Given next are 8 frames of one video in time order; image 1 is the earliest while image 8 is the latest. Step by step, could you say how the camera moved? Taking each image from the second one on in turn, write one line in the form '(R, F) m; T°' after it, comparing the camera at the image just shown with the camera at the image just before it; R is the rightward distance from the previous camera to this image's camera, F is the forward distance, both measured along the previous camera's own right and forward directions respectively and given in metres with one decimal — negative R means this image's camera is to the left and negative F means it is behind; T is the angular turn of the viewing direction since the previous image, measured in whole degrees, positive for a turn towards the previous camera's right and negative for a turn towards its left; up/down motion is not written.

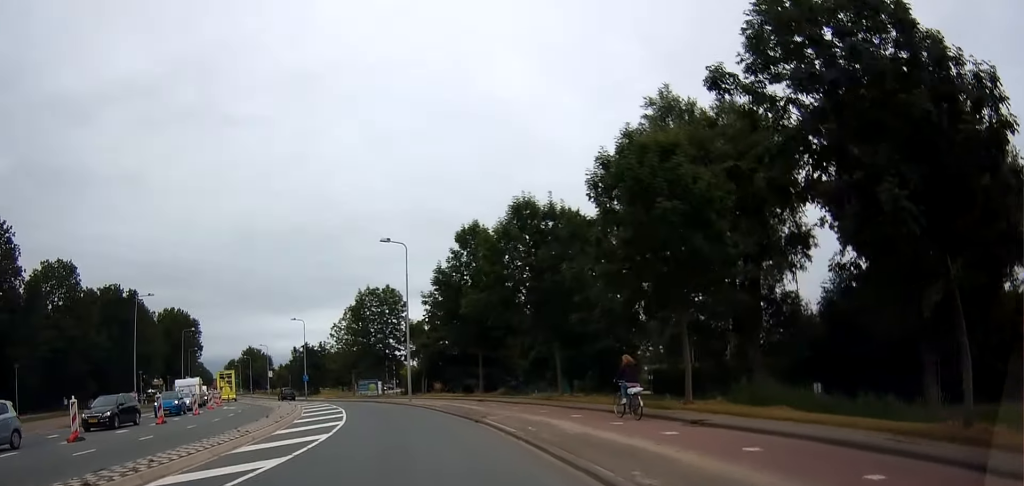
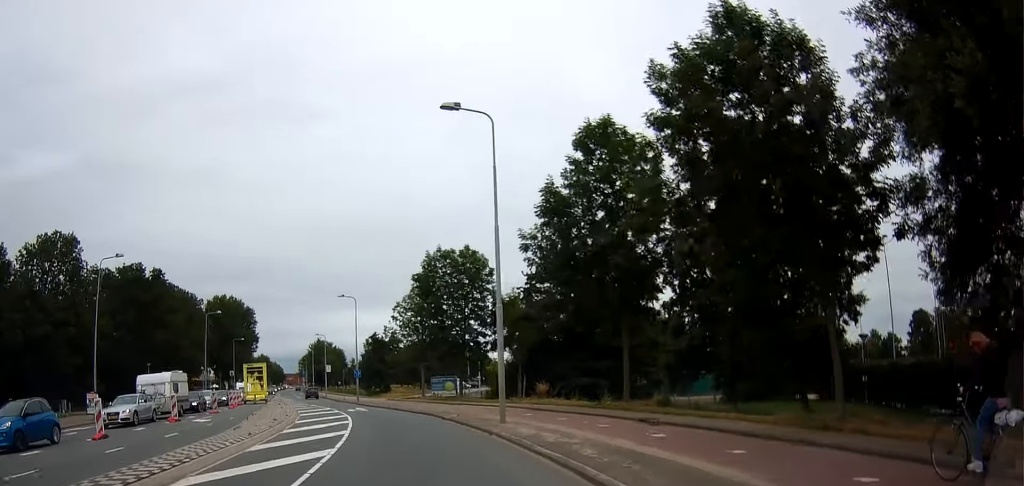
(-0.6, +16.6) m; -6°
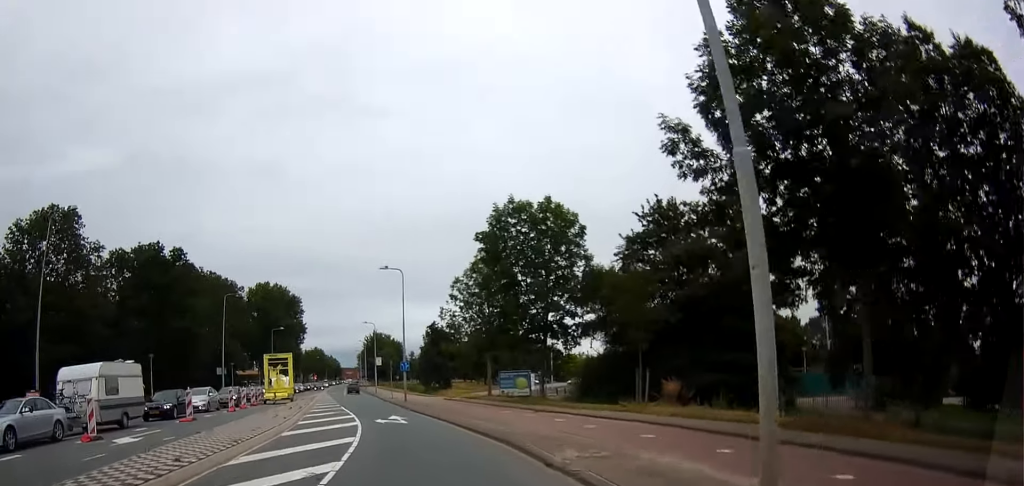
(-0.5, +11.0) m; -6°
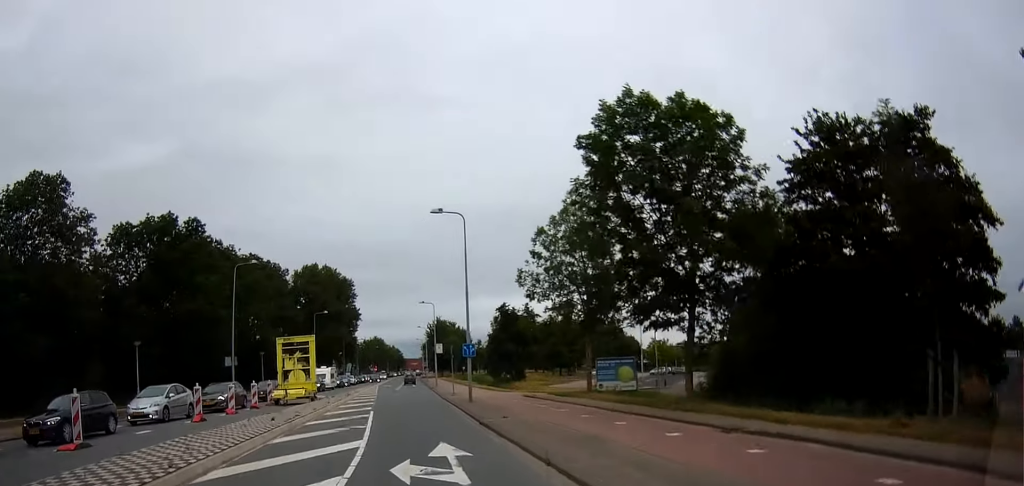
(-0.7, +12.1) m; -7°
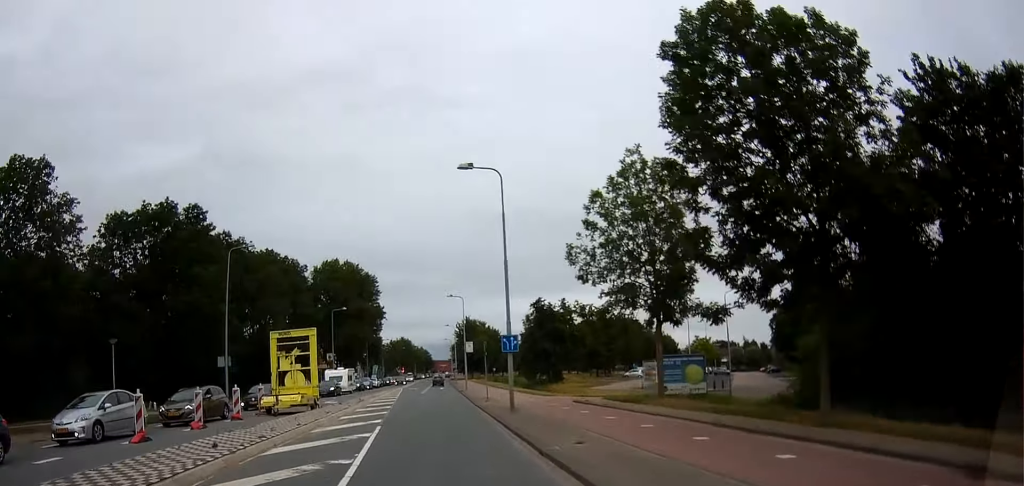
(-0.3, +6.3) m; -3°
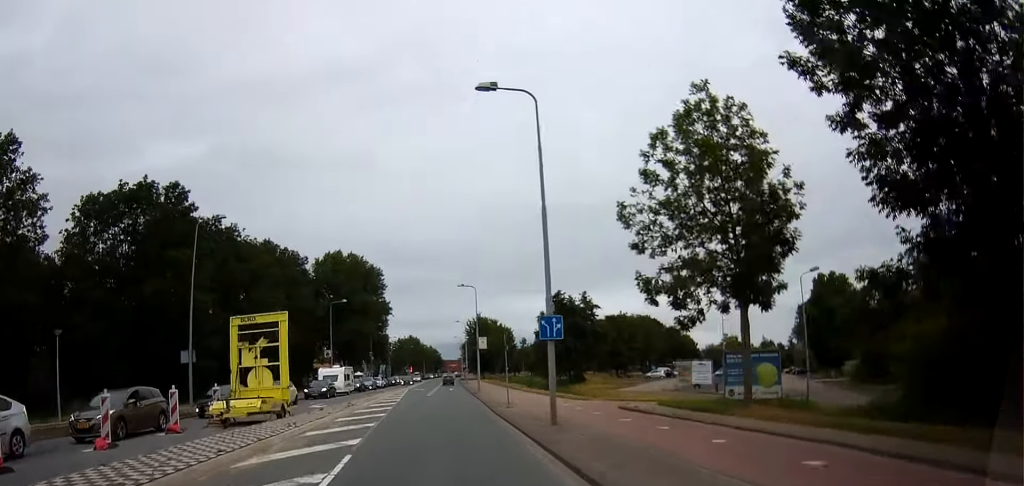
(-0.1, +6.4) m; -2°
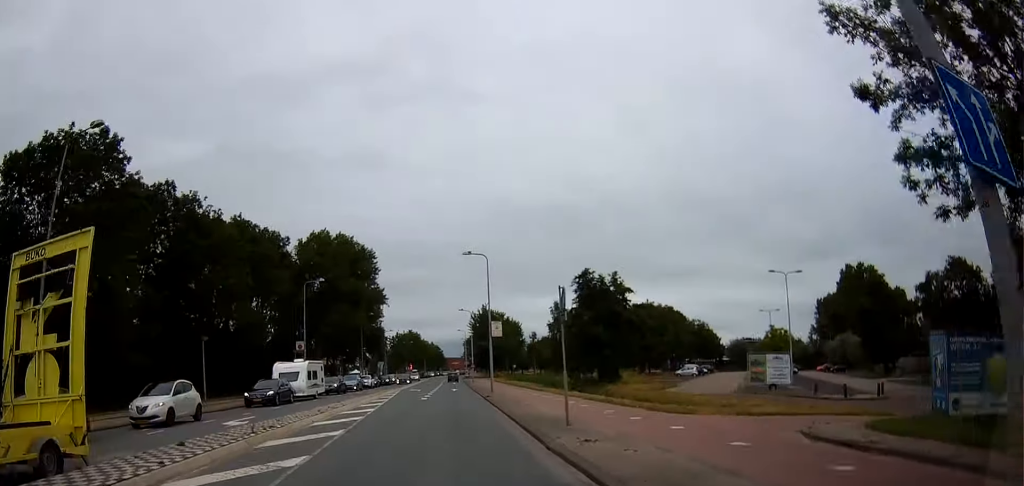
(-0.2, +12.5) m; -1°
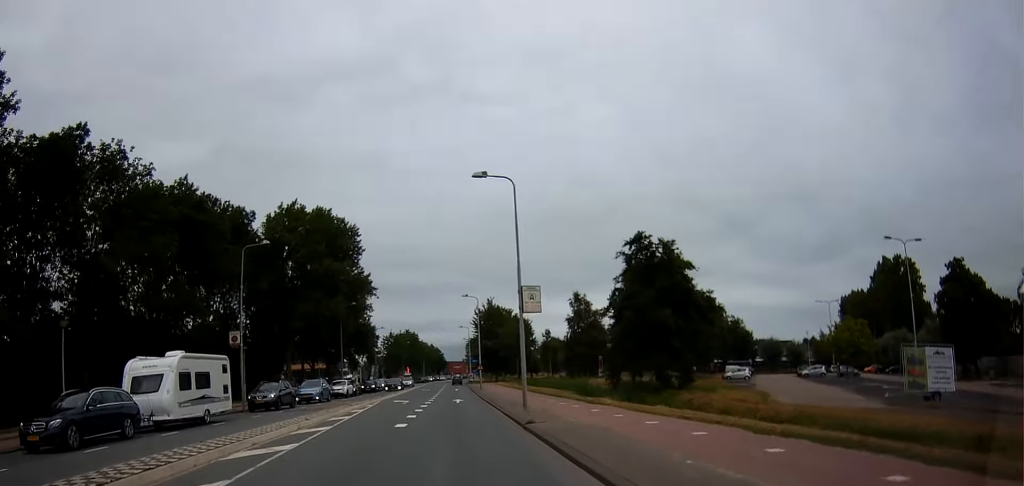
(0.0, +16.2) m; 0°
